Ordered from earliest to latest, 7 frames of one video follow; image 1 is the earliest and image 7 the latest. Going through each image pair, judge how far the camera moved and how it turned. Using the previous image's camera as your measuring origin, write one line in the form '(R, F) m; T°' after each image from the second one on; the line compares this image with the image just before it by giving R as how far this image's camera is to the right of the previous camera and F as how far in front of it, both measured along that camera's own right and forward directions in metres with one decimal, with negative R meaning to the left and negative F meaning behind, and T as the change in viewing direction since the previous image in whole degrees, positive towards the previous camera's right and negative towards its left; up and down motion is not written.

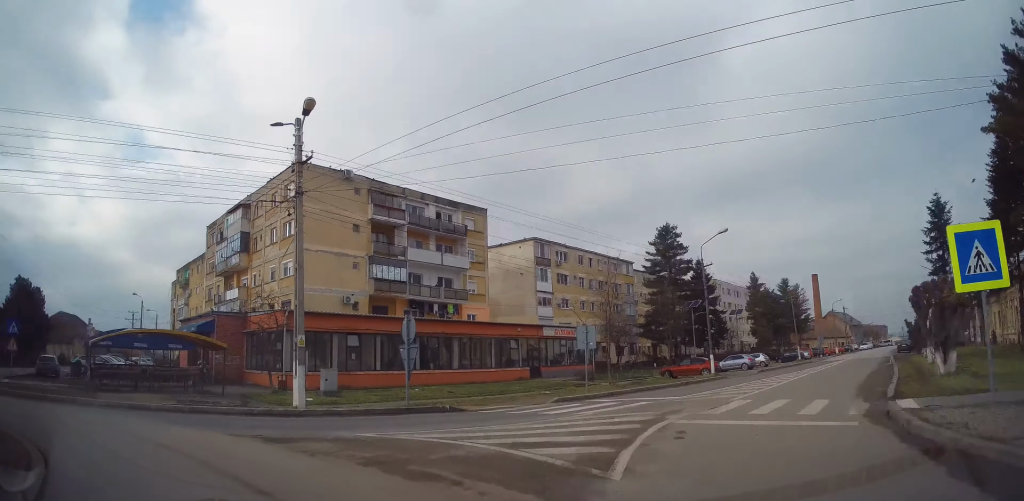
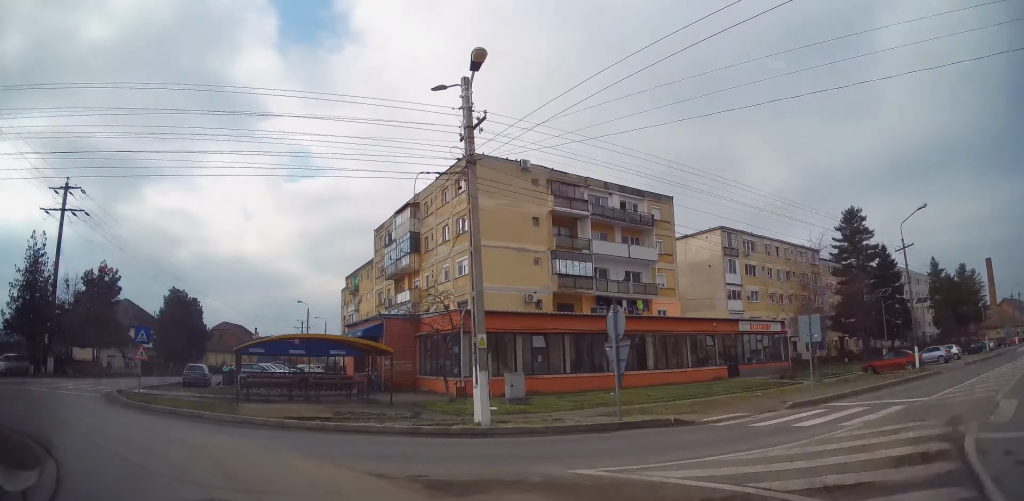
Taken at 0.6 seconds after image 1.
(-0.2, +3.1) m; -18°
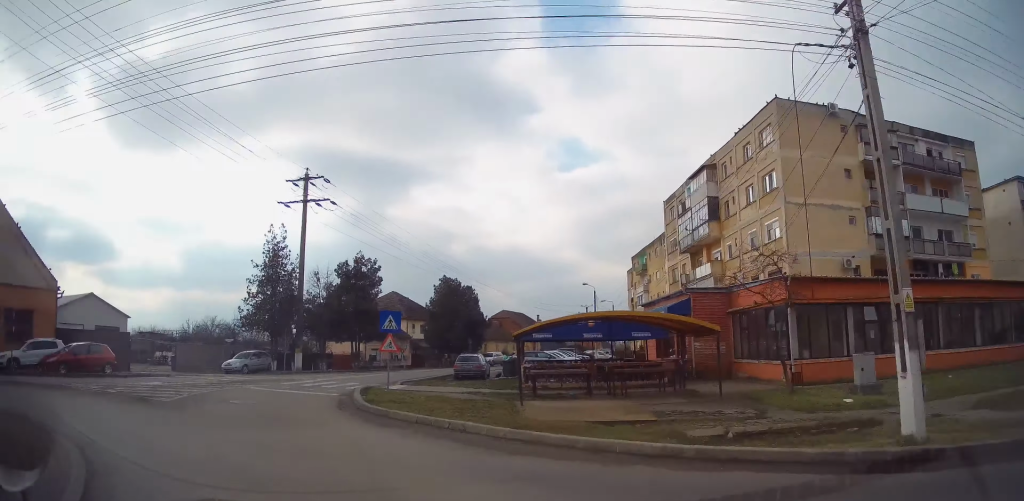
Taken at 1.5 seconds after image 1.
(-1.4, +4.6) m; -27°
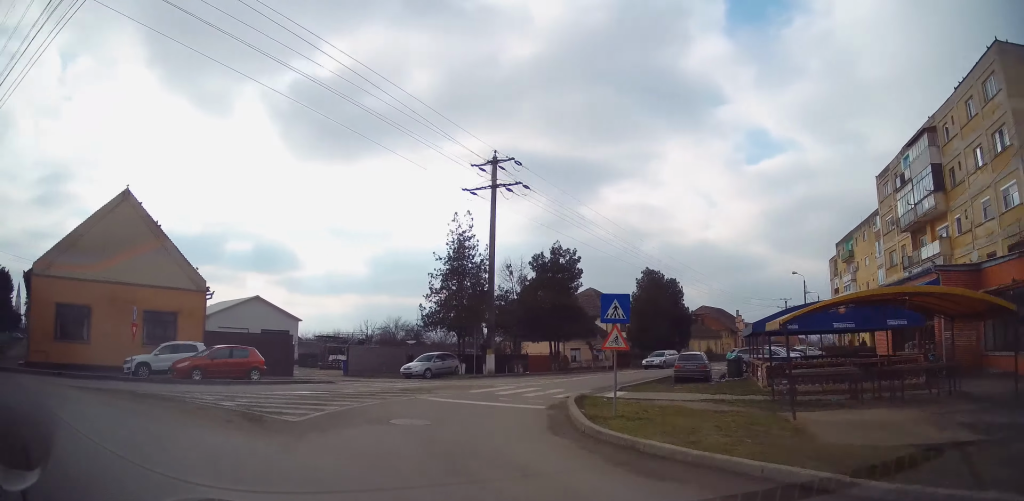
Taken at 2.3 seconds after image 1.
(-1.0, +4.3) m; -17°
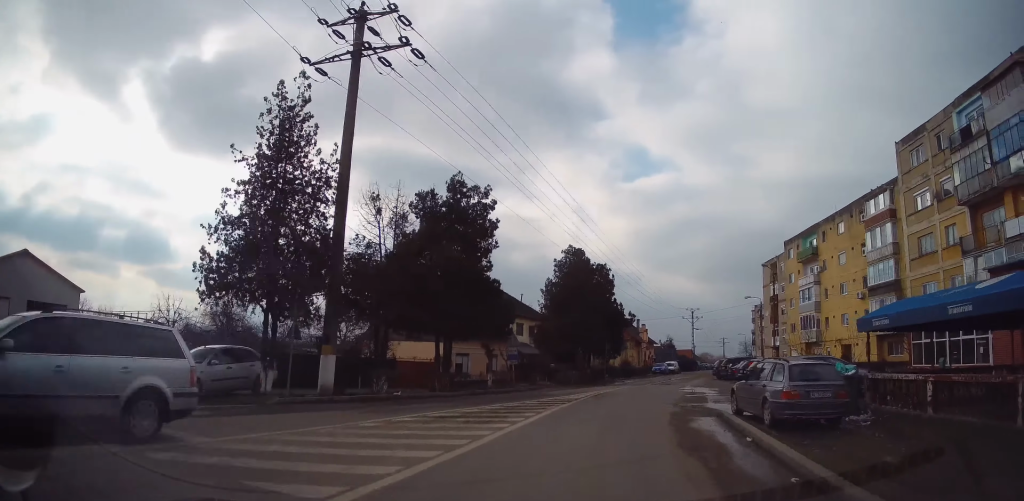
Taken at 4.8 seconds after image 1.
(-1.3, +16.3) m; +8°
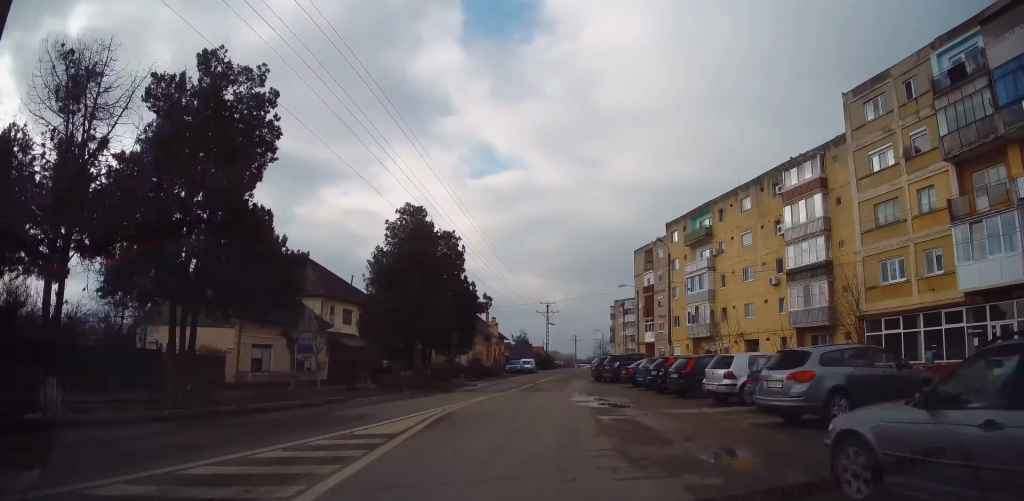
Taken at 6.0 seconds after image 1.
(+1.4, +9.3) m; +13°
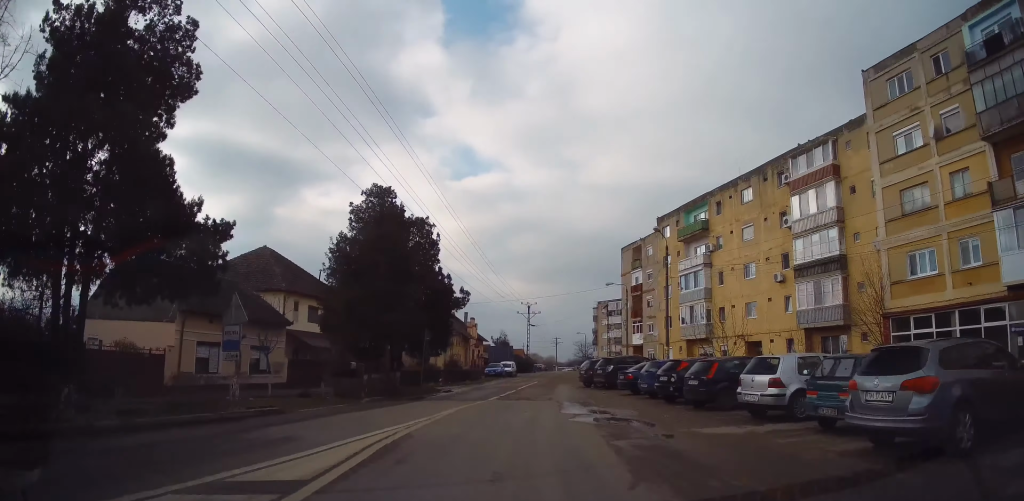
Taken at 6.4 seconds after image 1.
(+0.1, +3.4) m; +3°
